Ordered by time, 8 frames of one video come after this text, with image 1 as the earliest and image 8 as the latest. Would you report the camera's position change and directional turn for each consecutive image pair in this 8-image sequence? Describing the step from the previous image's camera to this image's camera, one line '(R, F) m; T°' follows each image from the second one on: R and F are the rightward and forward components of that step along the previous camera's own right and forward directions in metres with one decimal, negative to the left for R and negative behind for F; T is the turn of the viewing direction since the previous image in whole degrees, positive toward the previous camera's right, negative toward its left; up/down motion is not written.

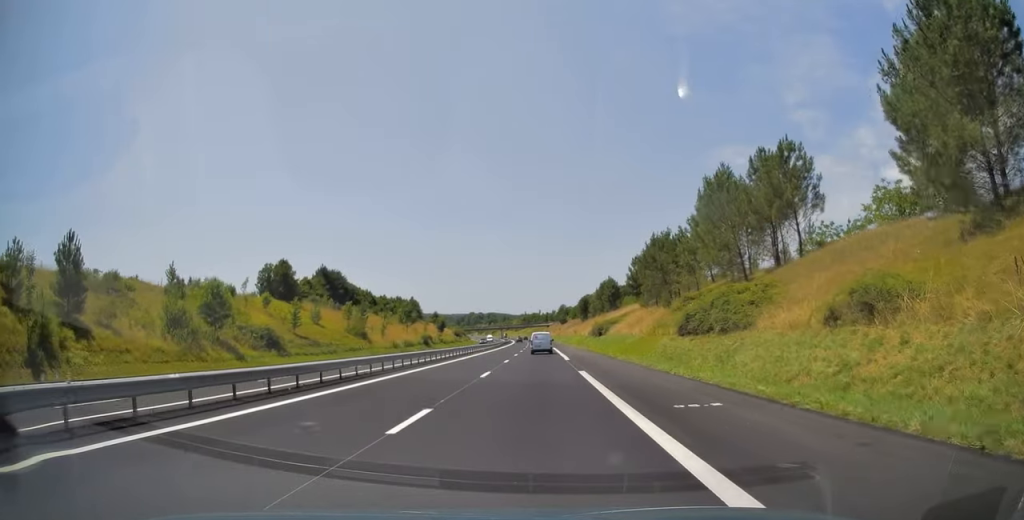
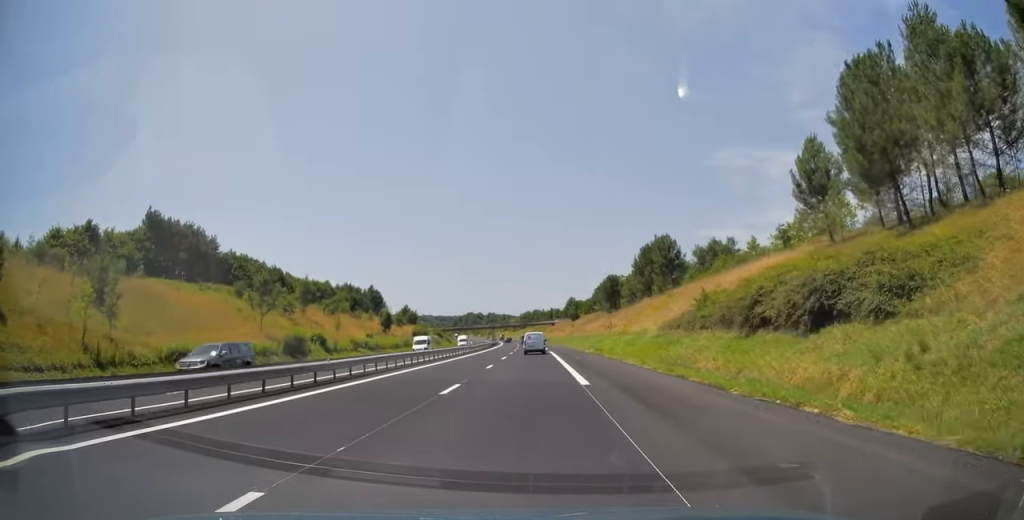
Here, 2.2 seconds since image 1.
(-0.4, +71.6) m; -1°
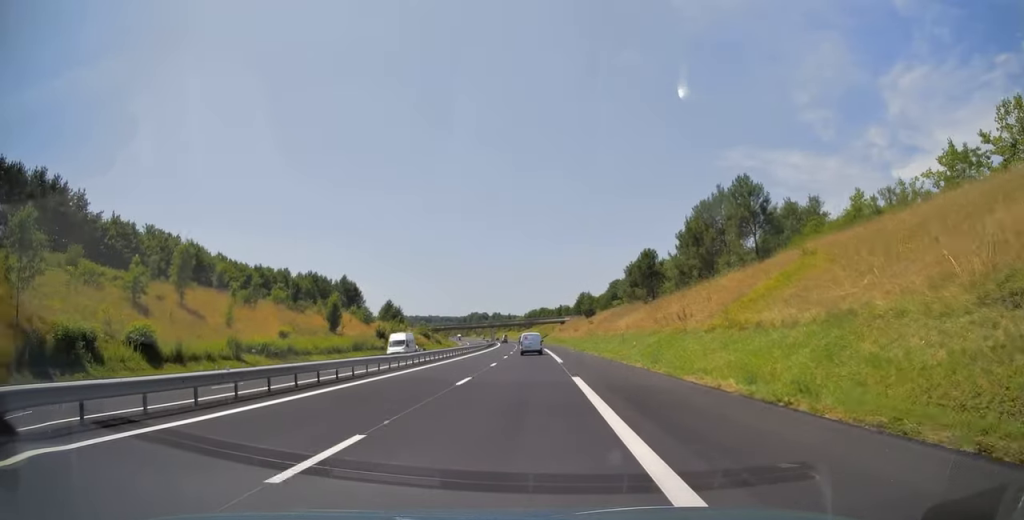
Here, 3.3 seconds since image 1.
(-0.1, +35.6) m; -1°
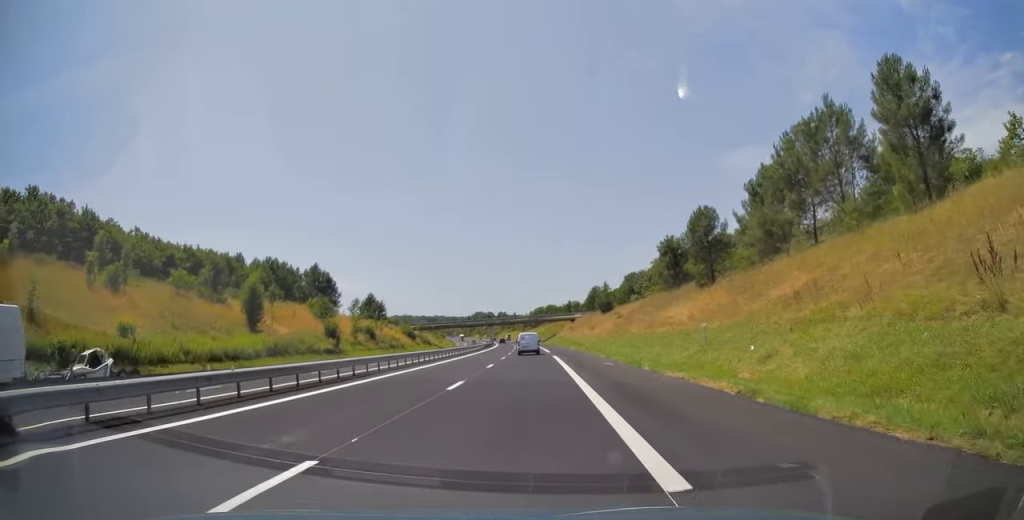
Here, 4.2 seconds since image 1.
(-0.3, +28.0) m; 0°
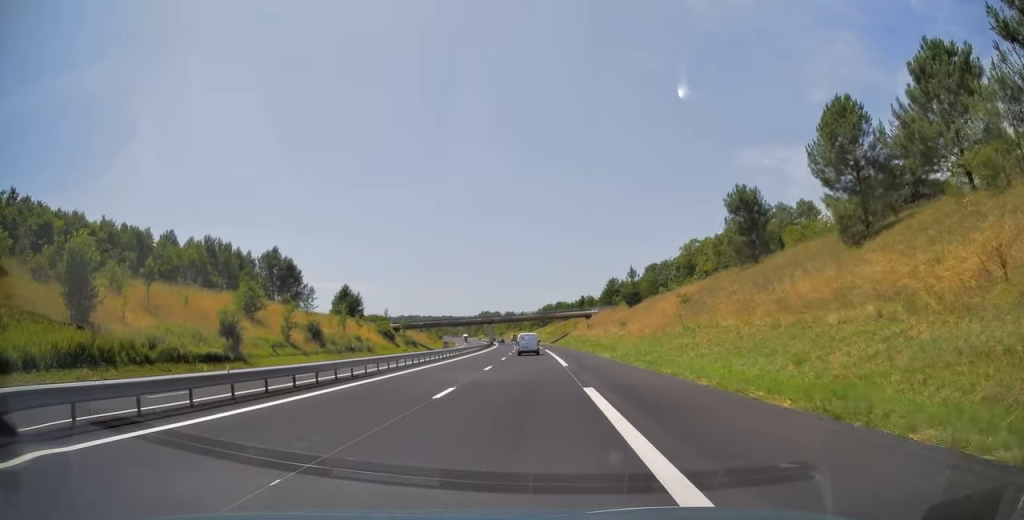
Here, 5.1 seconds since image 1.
(0.0, +28.6) m; -1°
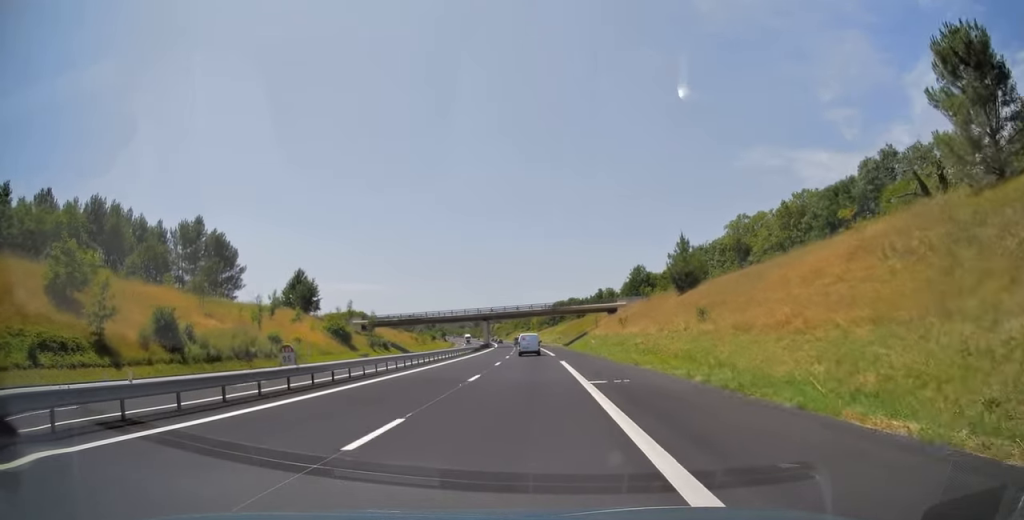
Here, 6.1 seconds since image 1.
(-0.4, +32.8) m; -1°
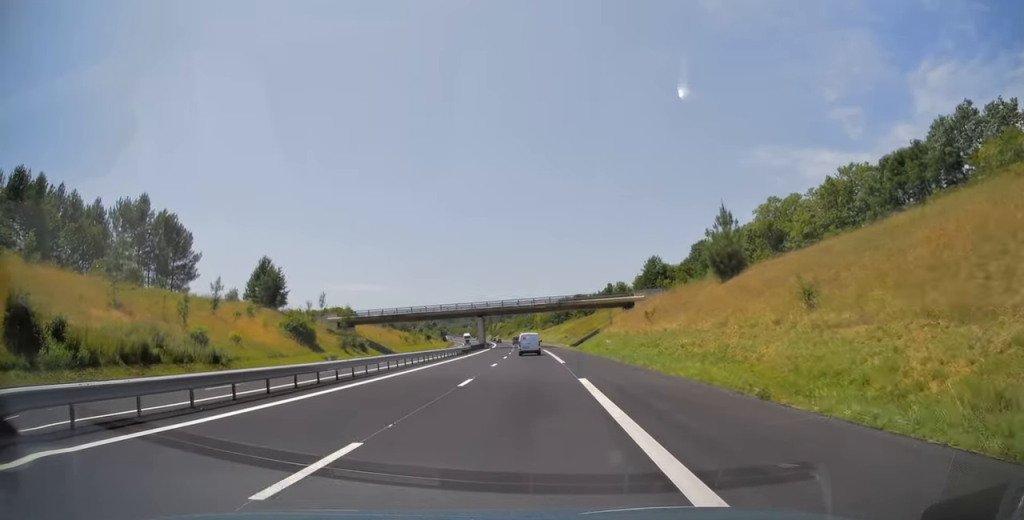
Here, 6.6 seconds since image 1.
(-0.2, +15.6) m; 0°
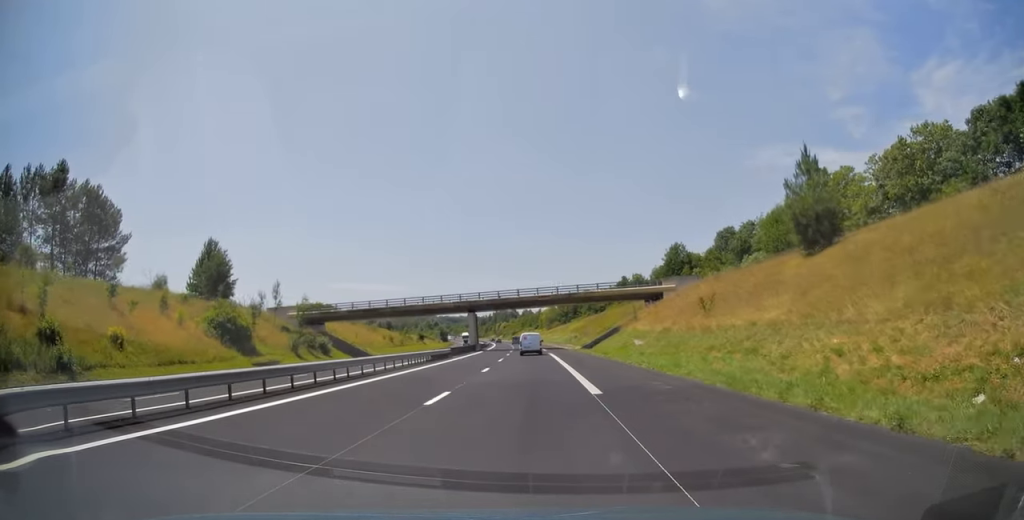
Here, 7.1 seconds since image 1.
(+0.1, +18.1) m; 0°
